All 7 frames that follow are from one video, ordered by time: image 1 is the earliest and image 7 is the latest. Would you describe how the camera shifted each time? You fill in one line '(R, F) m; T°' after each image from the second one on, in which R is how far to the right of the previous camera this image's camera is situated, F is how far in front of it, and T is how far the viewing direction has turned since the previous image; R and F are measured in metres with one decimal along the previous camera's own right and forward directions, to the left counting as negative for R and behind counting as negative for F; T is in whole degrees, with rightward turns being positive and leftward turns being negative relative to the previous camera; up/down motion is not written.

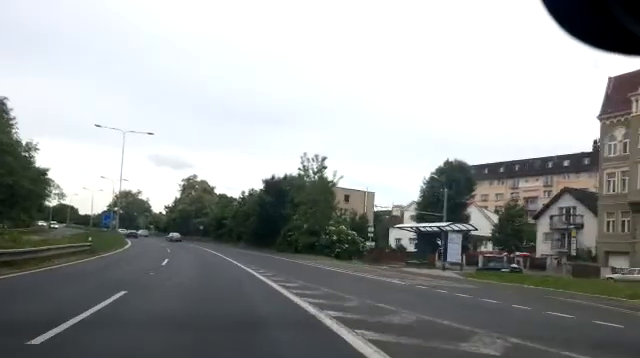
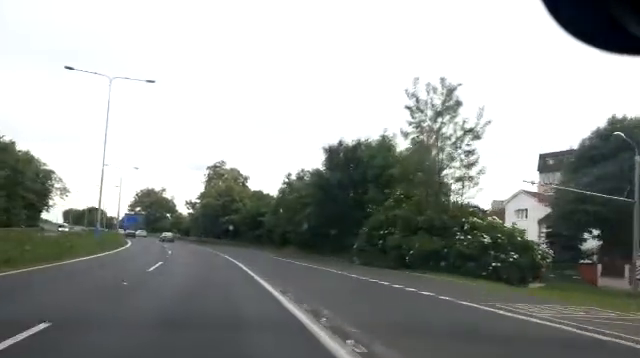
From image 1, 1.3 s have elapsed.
(-0.8, +22.0) m; -4°
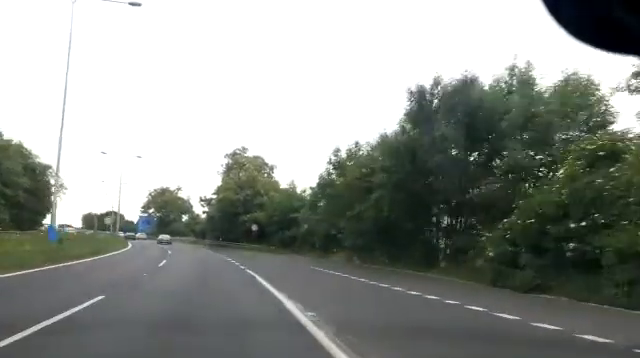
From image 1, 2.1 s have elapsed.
(-0.3, +13.9) m; -2°
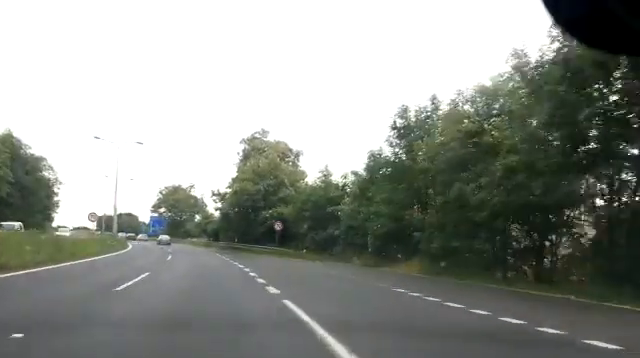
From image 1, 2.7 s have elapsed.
(-0.1, +10.4) m; -1°
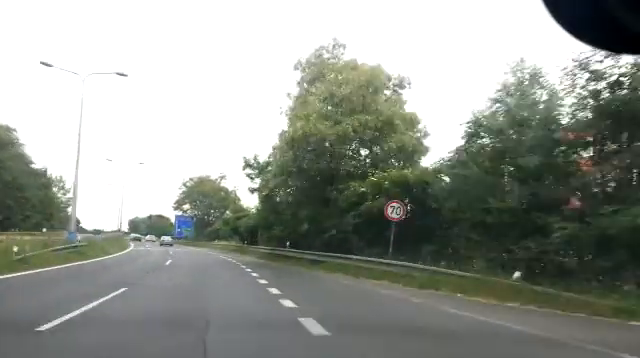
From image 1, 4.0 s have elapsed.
(-0.6, +22.5) m; -3°
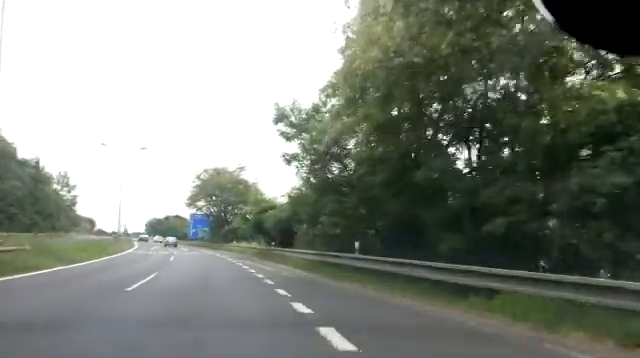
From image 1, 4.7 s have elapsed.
(-0.2, +12.1) m; -2°
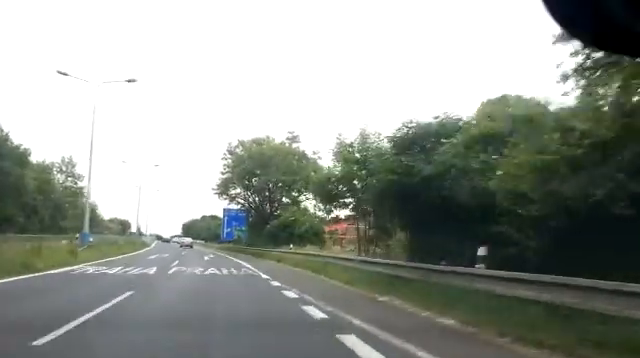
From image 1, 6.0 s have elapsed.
(-0.7, +23.7) m; -3°
